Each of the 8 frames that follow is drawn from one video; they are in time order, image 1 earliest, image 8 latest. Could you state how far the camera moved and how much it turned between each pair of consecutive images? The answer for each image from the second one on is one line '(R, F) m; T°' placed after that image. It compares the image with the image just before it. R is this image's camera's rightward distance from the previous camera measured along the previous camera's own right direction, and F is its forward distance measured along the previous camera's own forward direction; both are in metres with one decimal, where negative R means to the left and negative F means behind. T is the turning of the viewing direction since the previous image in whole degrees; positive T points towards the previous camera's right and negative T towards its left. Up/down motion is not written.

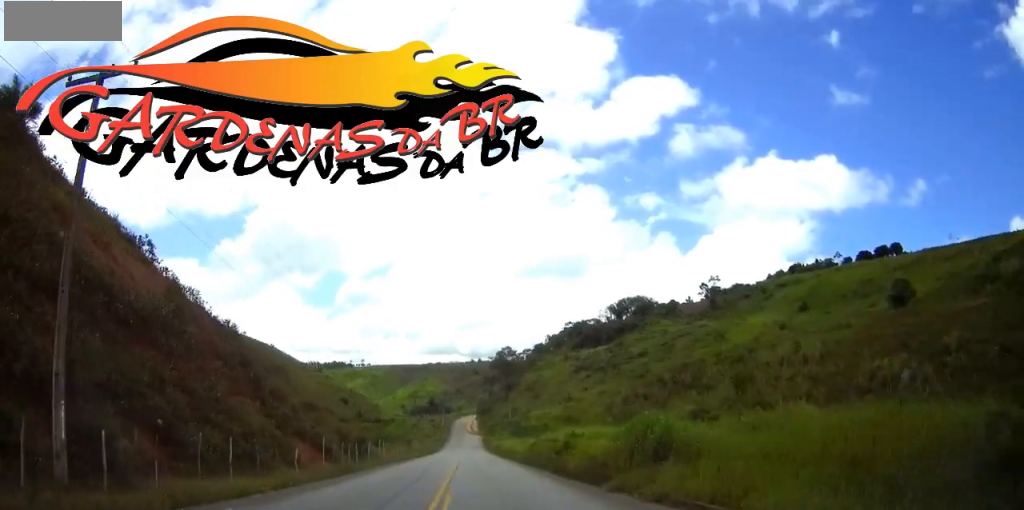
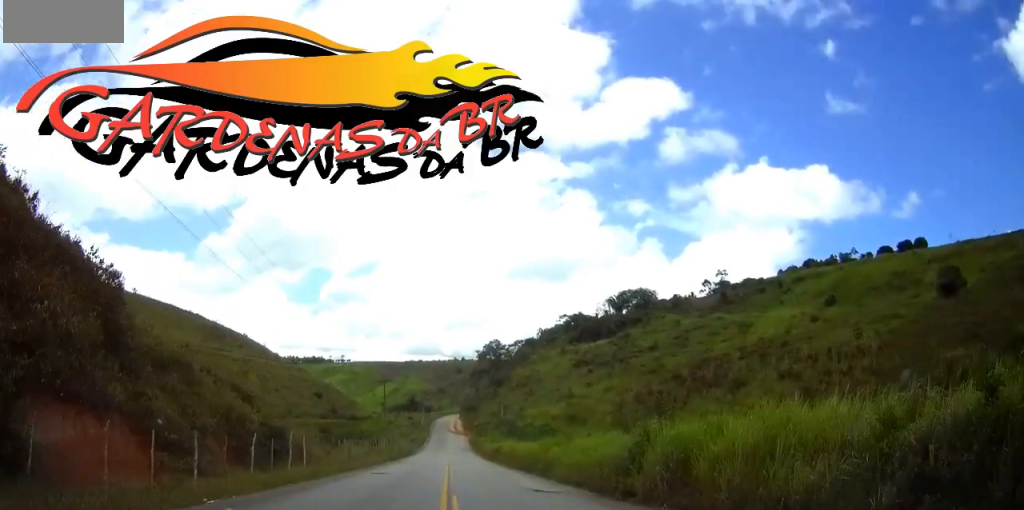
(+0.4, +24.6) m; +1°
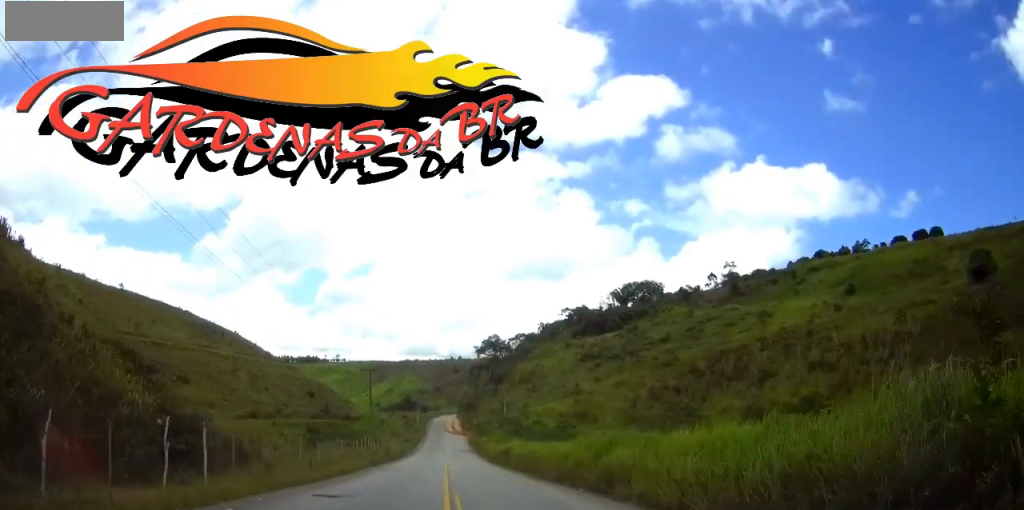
(0.0, +11.8) m; +1°
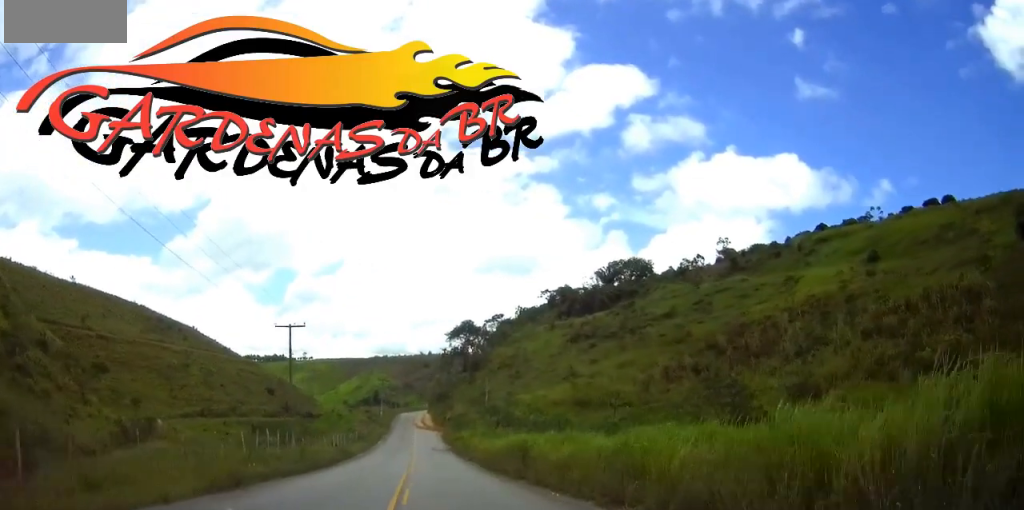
(+0.5, +23.4) m; +1°
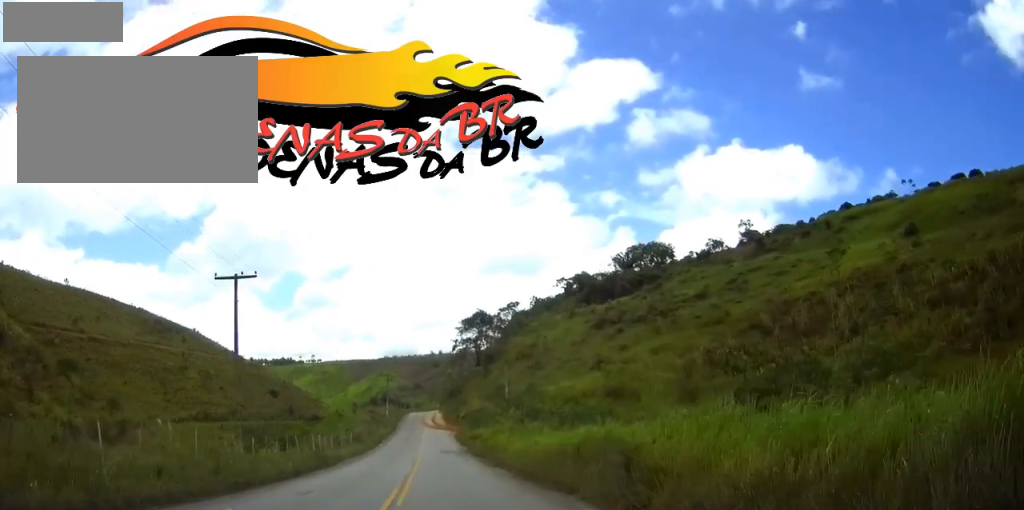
(0.0, +13.1) m; 0°
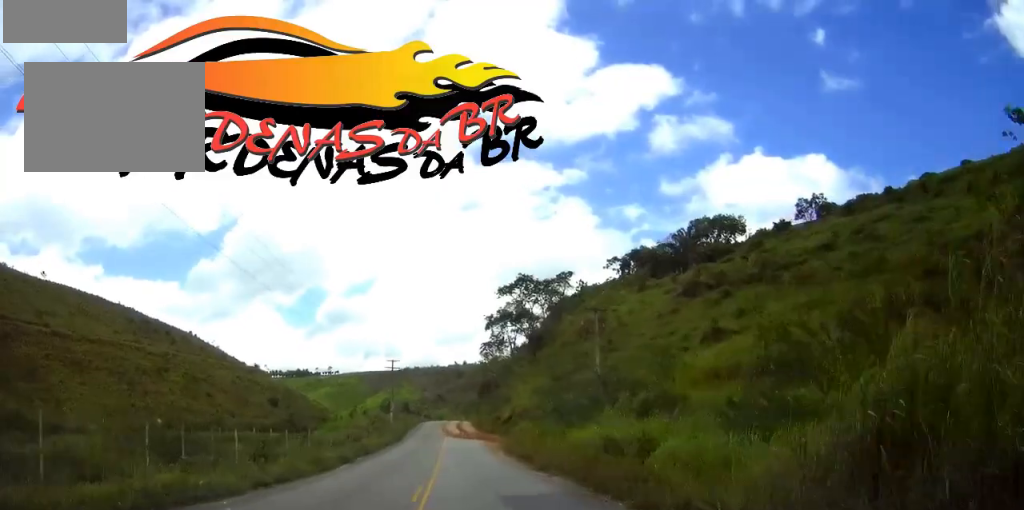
(-0.7, +37.3) m; -2°
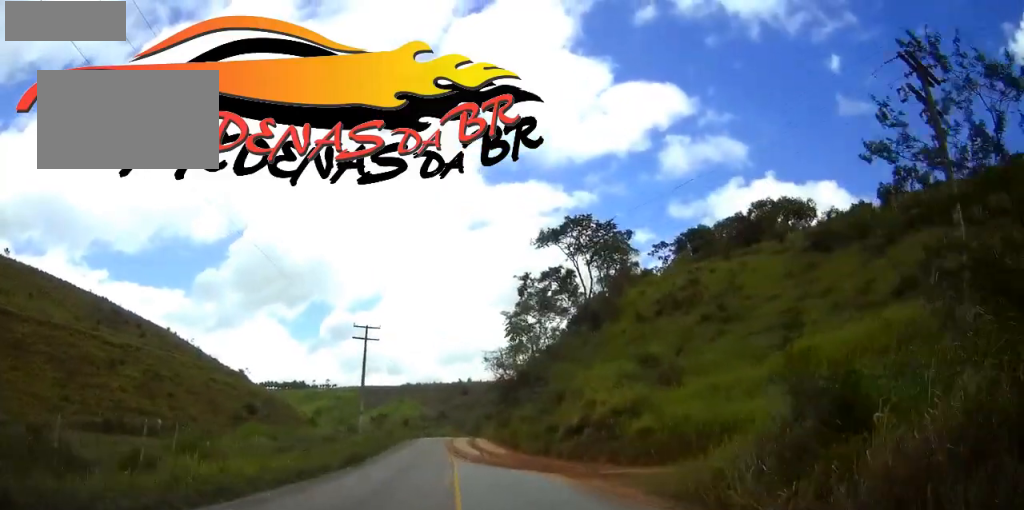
(0.0, +33.0) m; 0°
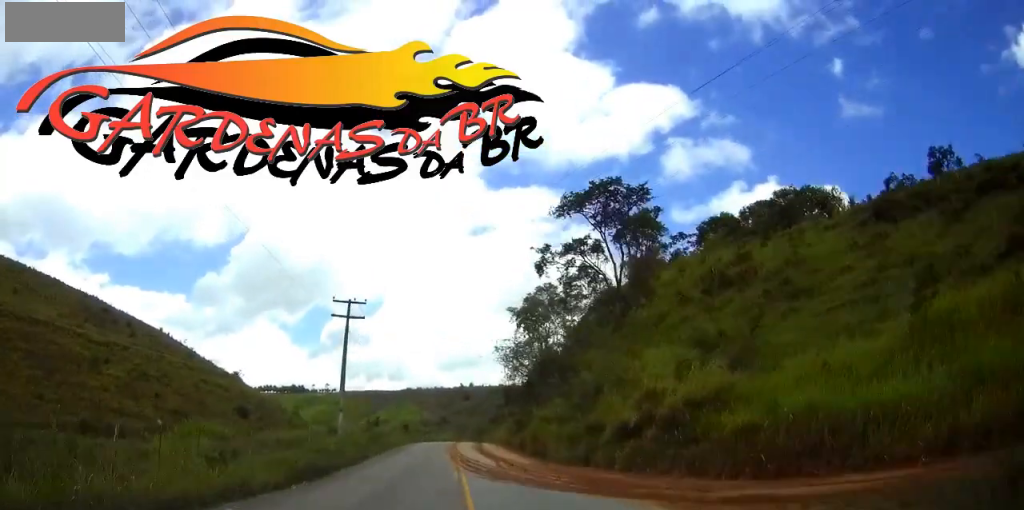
(0.0, +10.4) m; 0°
